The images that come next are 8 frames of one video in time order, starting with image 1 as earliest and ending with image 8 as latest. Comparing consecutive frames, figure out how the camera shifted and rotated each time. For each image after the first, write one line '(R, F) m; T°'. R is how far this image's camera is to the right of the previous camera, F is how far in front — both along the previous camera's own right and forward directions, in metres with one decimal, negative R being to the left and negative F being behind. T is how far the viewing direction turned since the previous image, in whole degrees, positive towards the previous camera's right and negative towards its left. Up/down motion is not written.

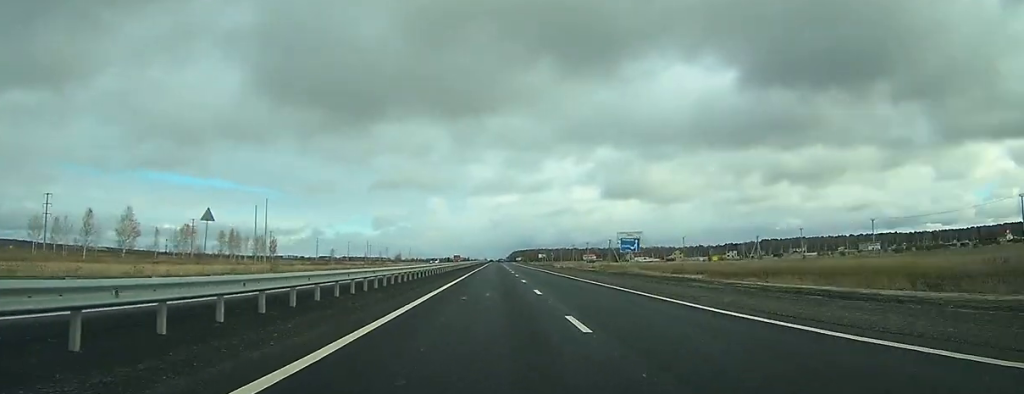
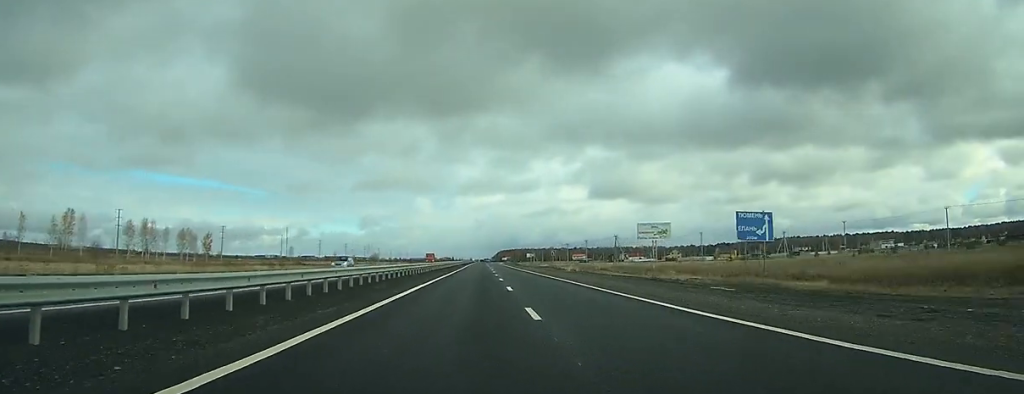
(+0.2, +33.8) m; +1°
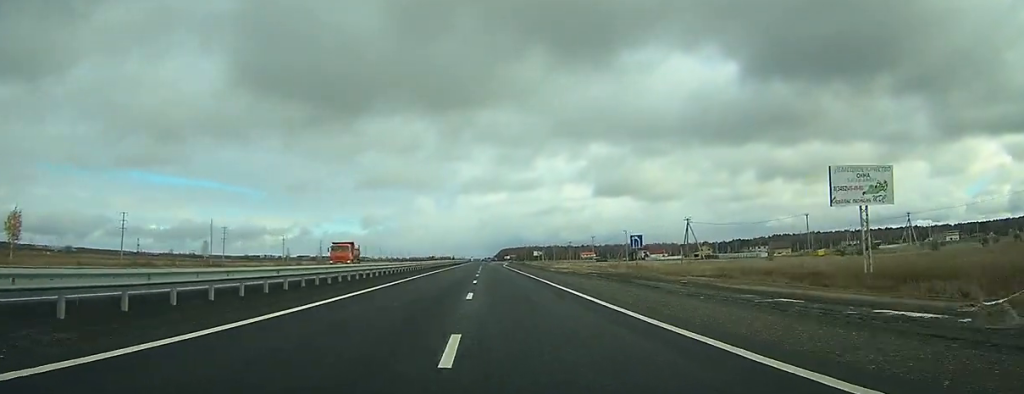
(+0.7, +68.1) m; +1°
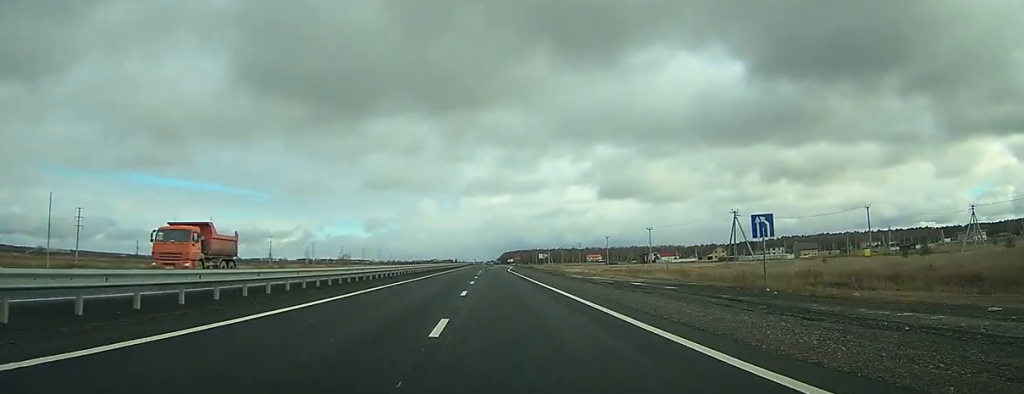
(+0.1, +21.9) m; 0°
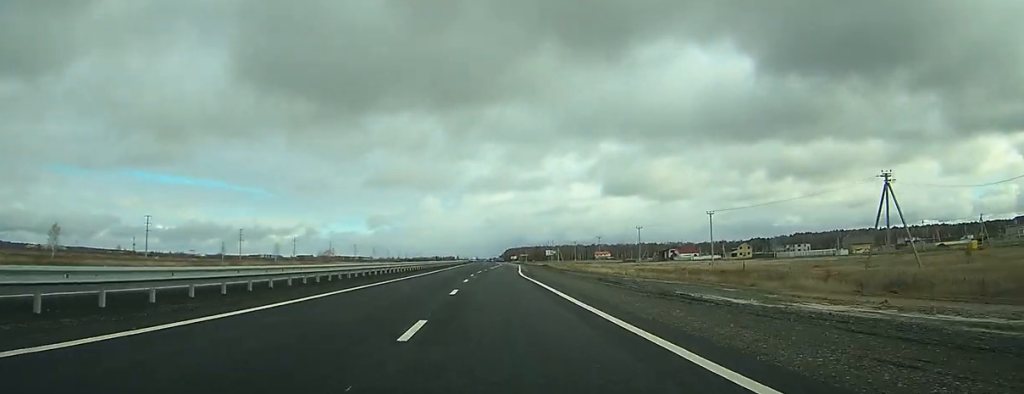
(-0.1, +36.6) m; 0°
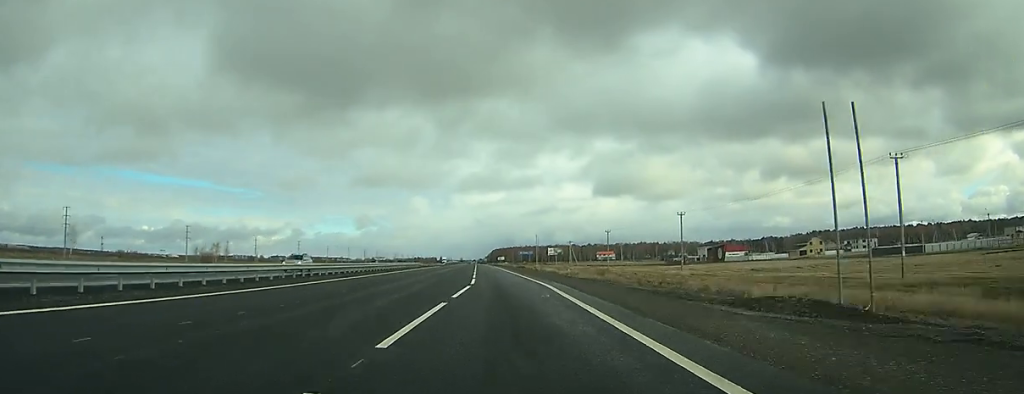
(+0.6, +94.4) m; +1°
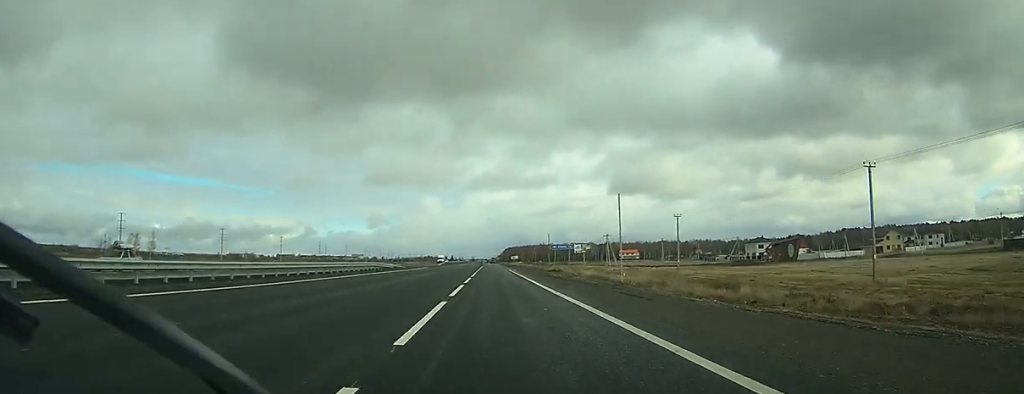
(0.0, +47.4) m; 0°
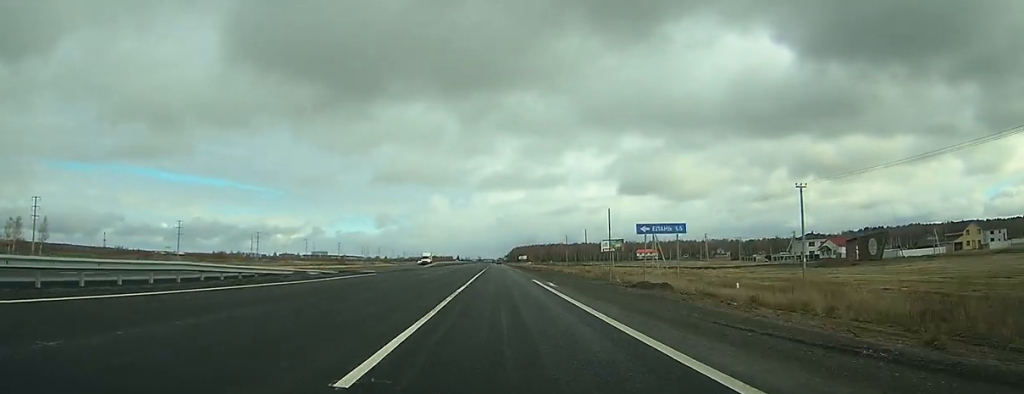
(-0.2, +40.3) m; -1°
